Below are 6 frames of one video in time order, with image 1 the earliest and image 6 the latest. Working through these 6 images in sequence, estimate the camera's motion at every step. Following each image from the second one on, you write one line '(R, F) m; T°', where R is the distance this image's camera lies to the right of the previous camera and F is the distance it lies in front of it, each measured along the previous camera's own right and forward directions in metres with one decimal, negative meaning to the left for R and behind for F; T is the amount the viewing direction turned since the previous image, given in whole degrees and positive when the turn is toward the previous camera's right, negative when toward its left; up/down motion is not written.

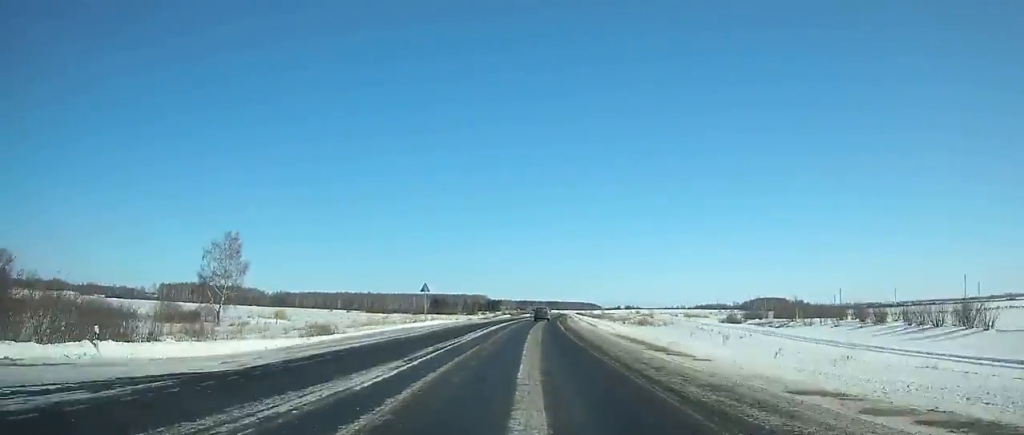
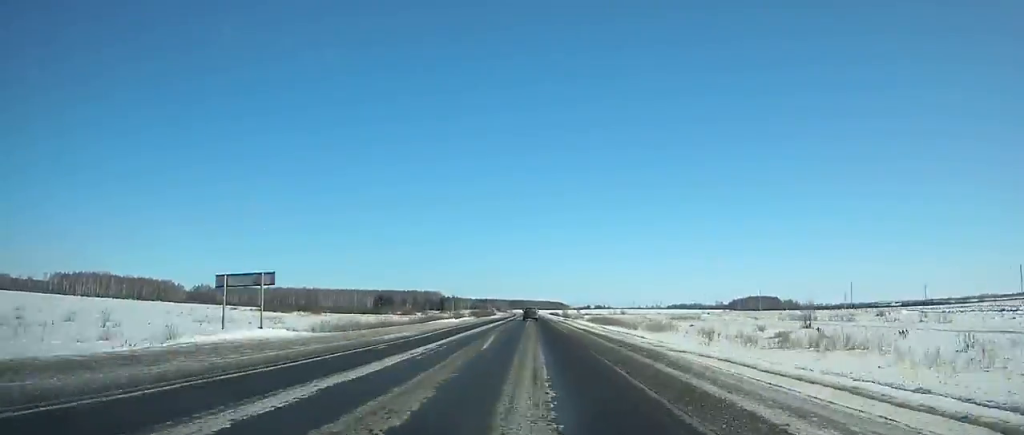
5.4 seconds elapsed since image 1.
(+3.5, +109.2) m; +3°
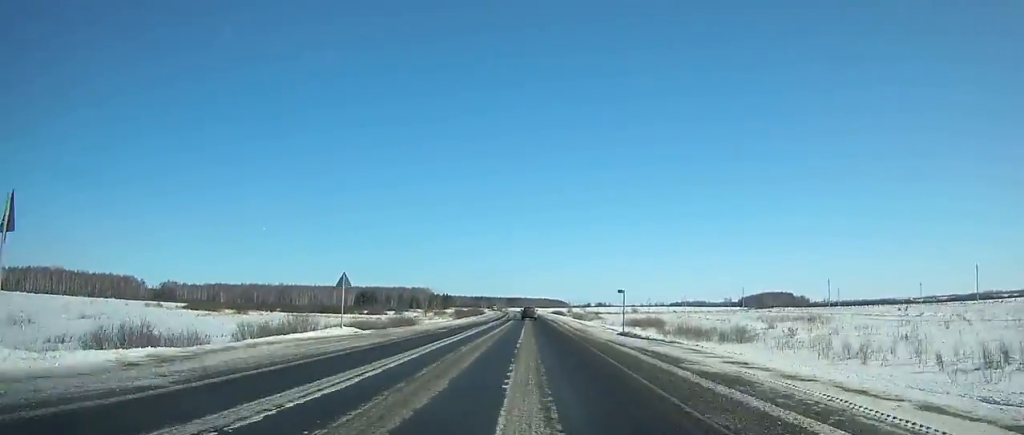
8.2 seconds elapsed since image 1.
(+0.3, +58.7) m; 0°
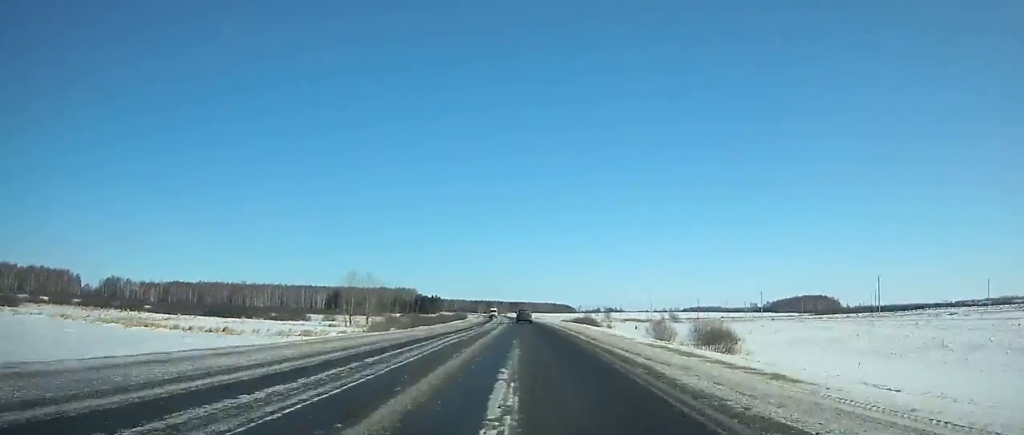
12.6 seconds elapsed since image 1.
(0.0, +94.2) m; -1°
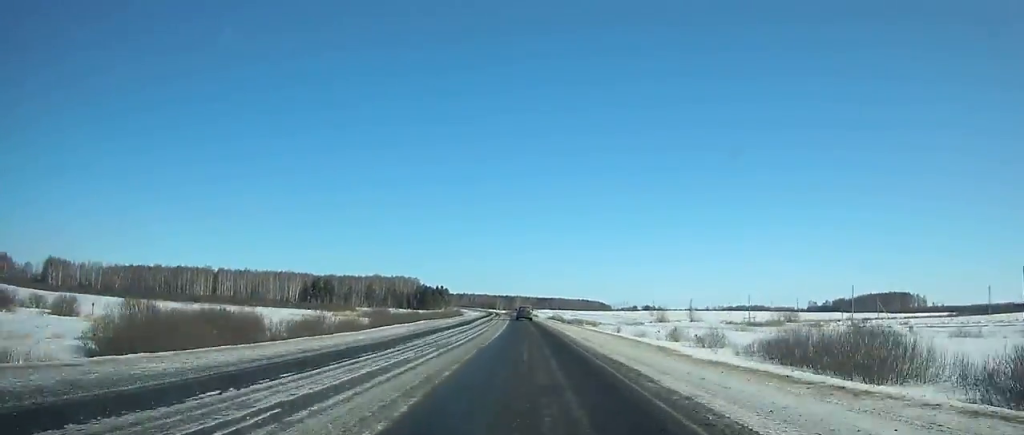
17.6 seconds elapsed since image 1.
(-1.6, +108.4) m; -2°
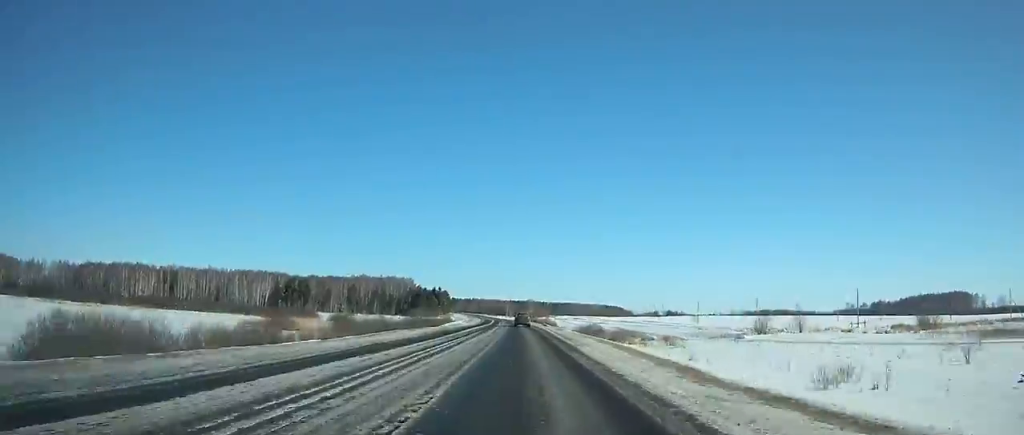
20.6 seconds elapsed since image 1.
(-1.1, +65.0) m; -2°
